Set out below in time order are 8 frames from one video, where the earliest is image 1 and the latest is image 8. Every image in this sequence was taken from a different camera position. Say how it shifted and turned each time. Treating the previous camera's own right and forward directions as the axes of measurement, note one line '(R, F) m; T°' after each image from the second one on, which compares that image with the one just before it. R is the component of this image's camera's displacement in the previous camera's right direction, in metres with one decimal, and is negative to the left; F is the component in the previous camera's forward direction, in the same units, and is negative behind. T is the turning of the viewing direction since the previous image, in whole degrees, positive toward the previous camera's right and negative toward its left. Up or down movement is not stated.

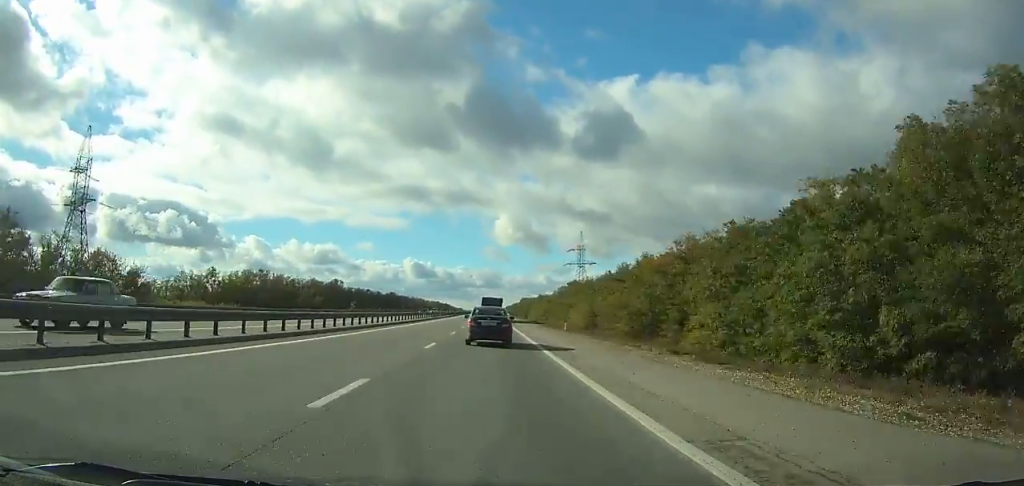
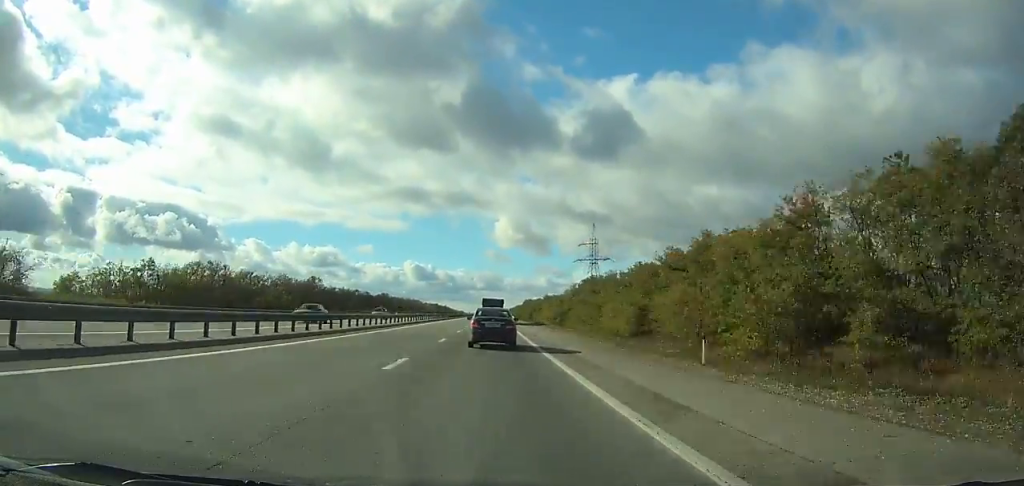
(+0.1, +31.0) m; 0°
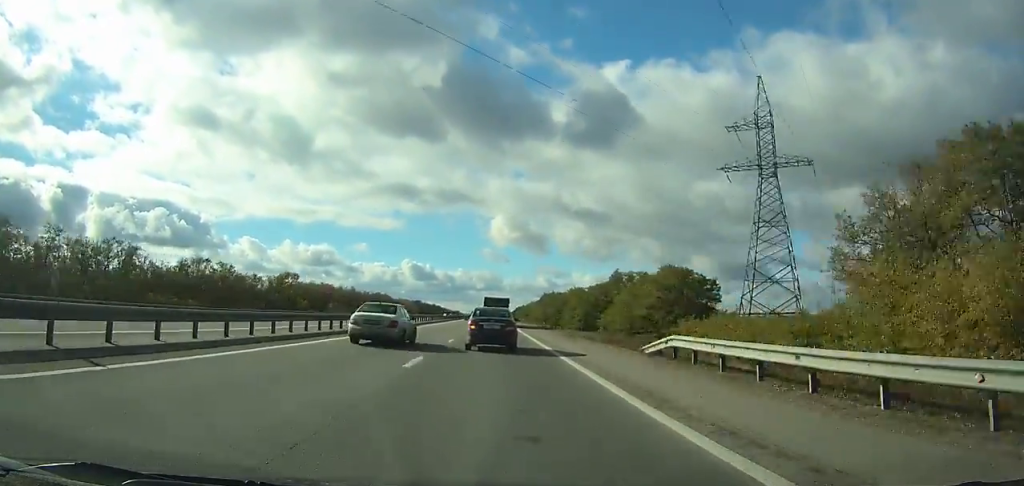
(-0.8, +156.5) m; -1°
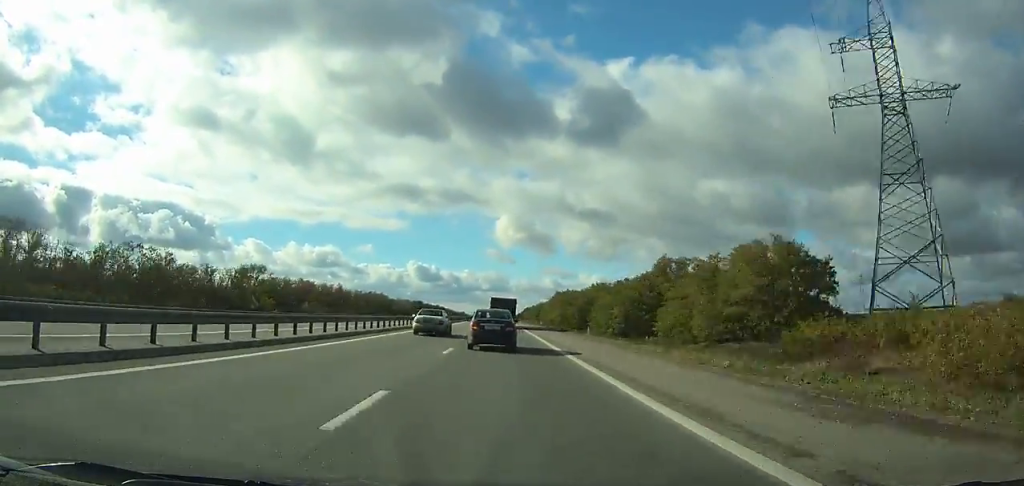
(-0.2, +31.8) m; 0°
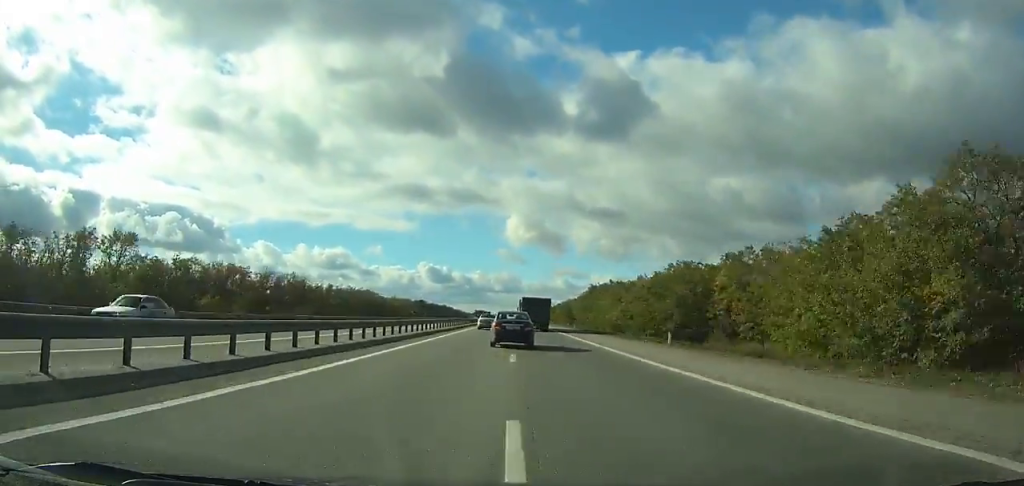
(-0.3, +62.0) m; 0°
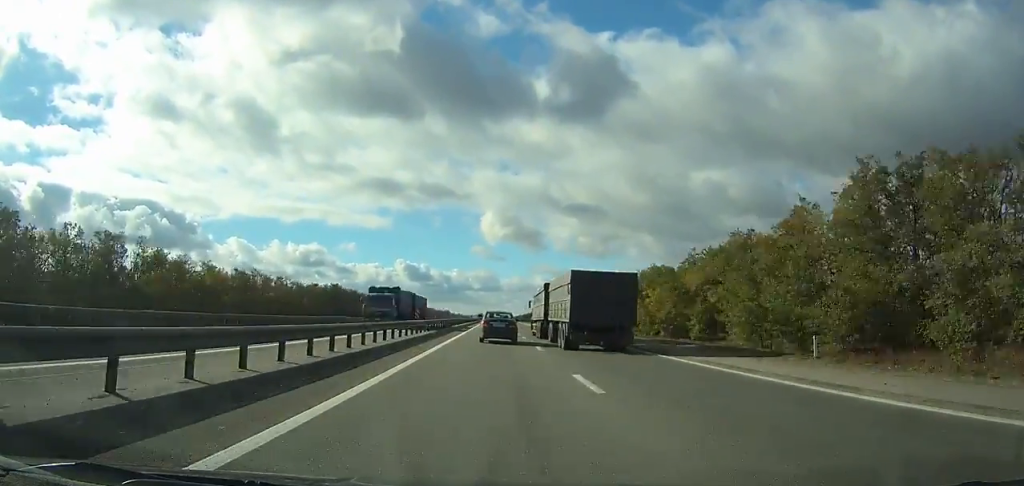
(+1.0, +161.8) m; +1°
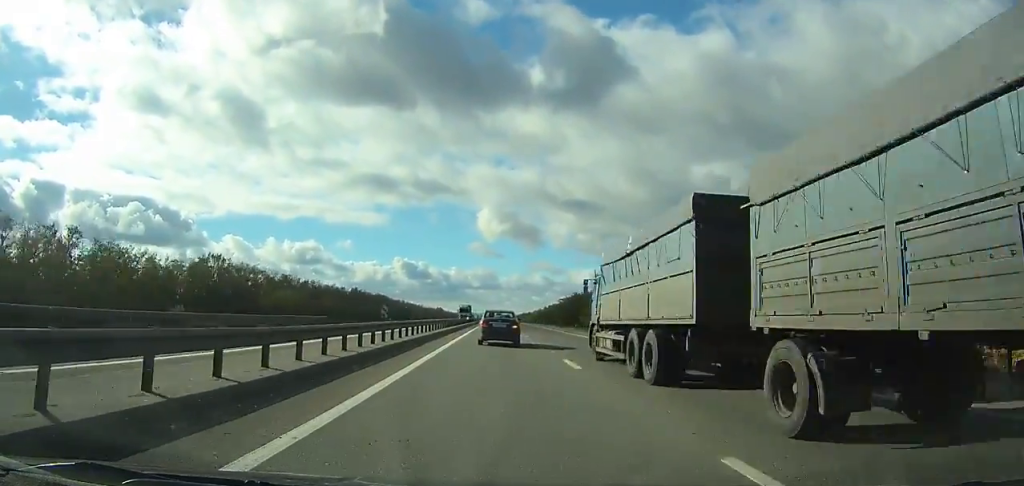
(+0.2, +89.2) m; 0°
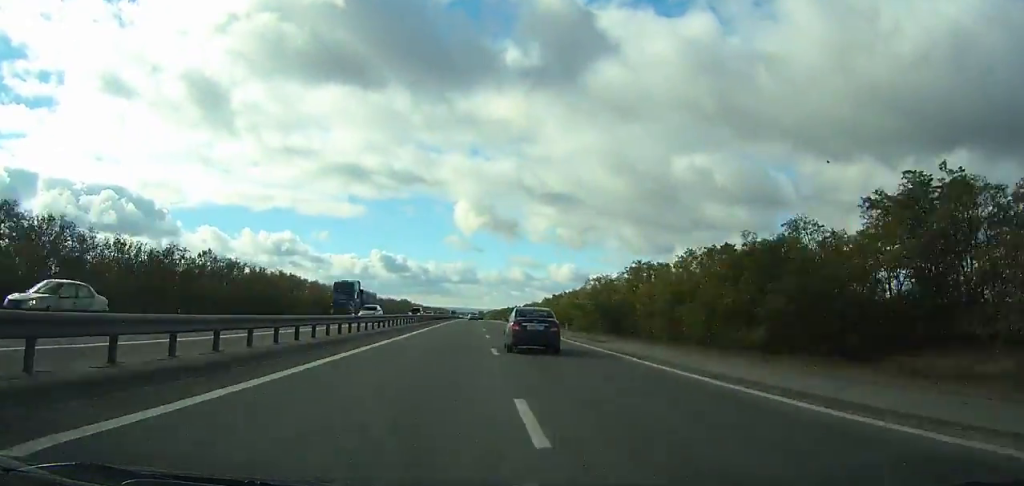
(-2.2, +112.9) m; -1°
